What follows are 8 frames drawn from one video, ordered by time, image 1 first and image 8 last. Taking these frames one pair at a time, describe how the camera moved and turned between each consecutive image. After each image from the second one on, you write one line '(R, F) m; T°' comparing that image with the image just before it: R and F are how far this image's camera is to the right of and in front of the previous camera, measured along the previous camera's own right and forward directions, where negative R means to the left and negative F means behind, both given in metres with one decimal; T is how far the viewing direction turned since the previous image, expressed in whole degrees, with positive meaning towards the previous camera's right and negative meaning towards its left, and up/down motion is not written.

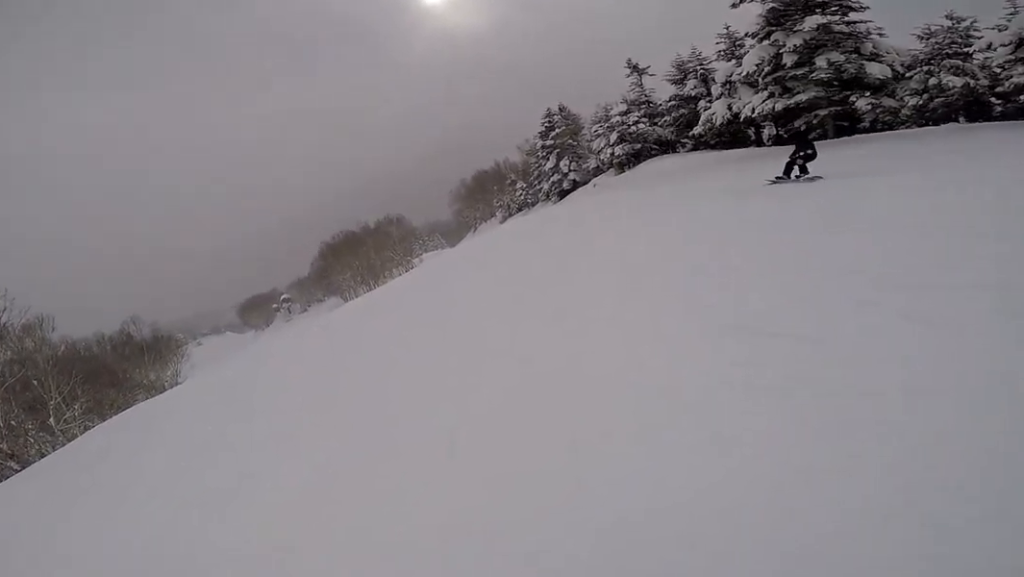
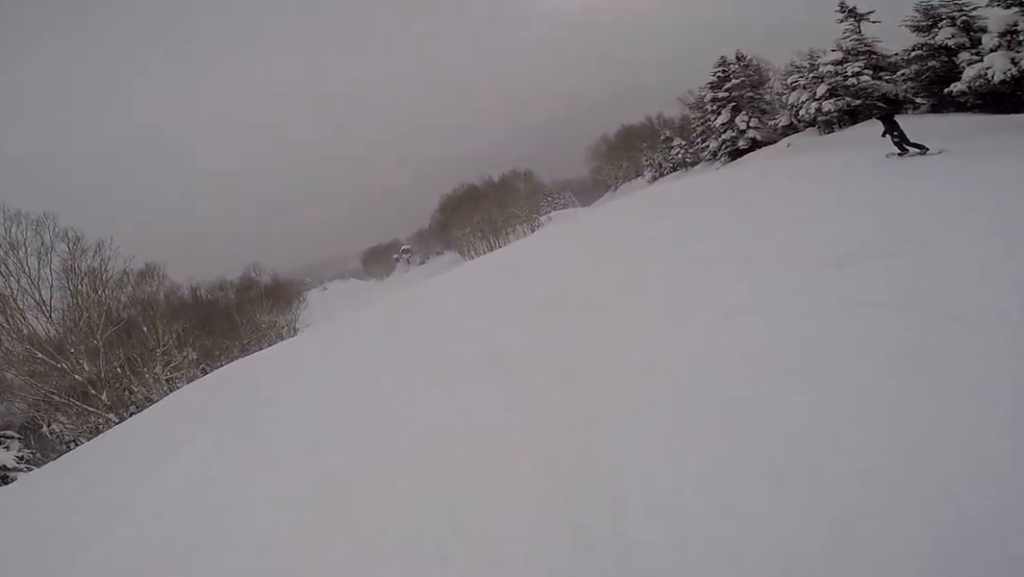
(-0.8, +4.0) m; -19°
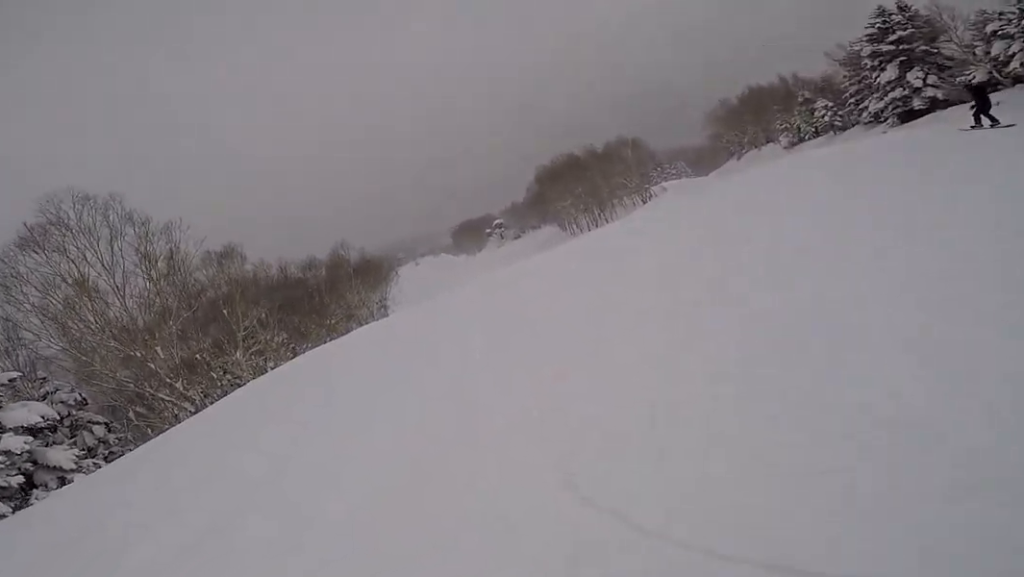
(-0.5, +3.4) m; -8°
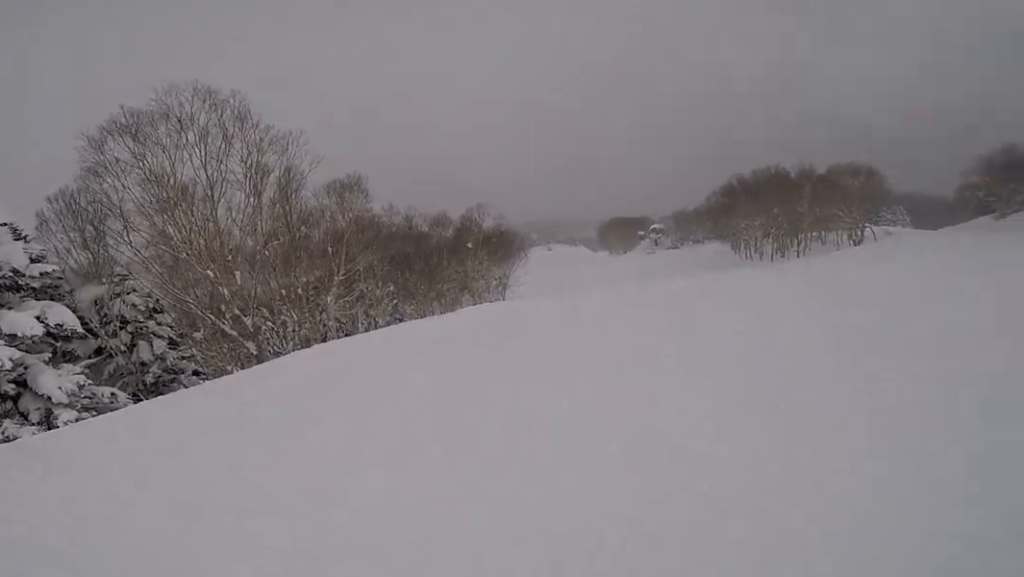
(0.0, +5.1) m; +7°
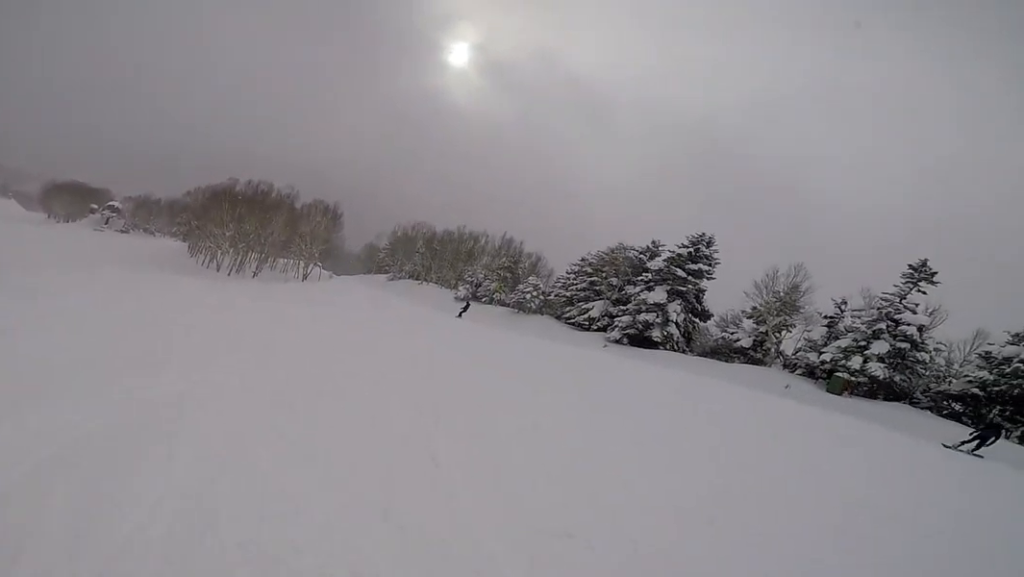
(+4.6, +9.5) m; +49°
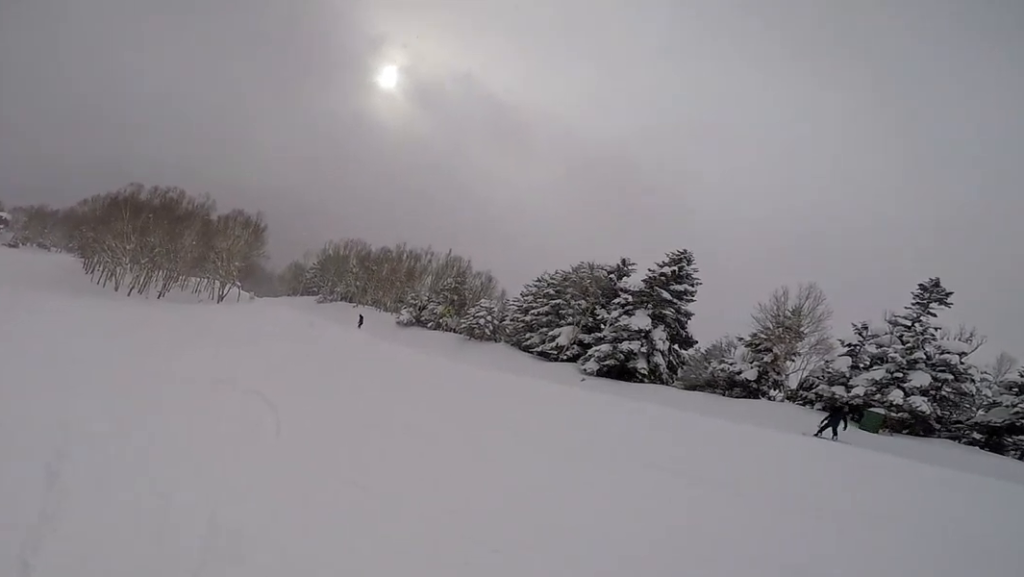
(+0.4, +6.8) m; -9°
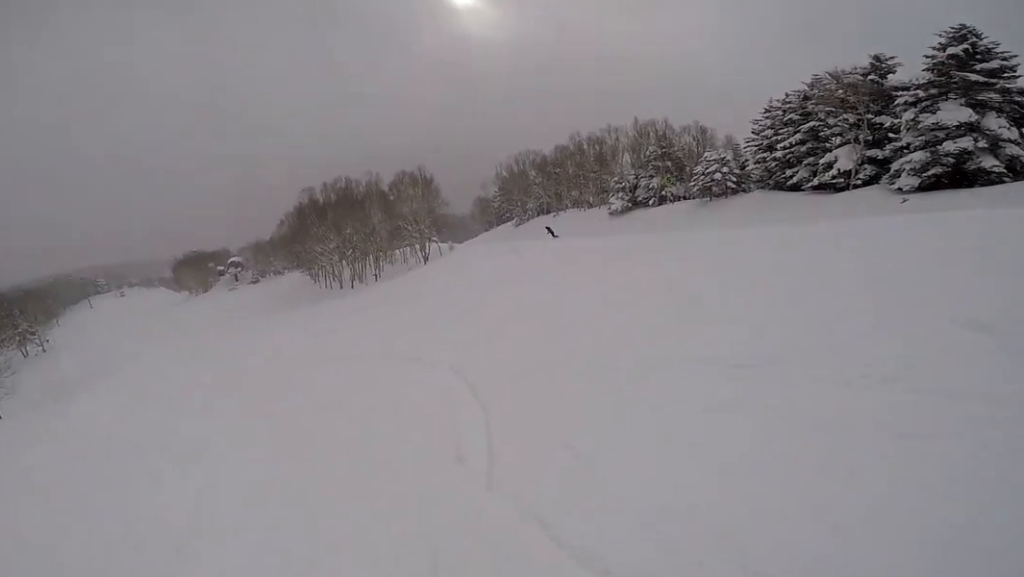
(-0.4, +3.2) m; -9°
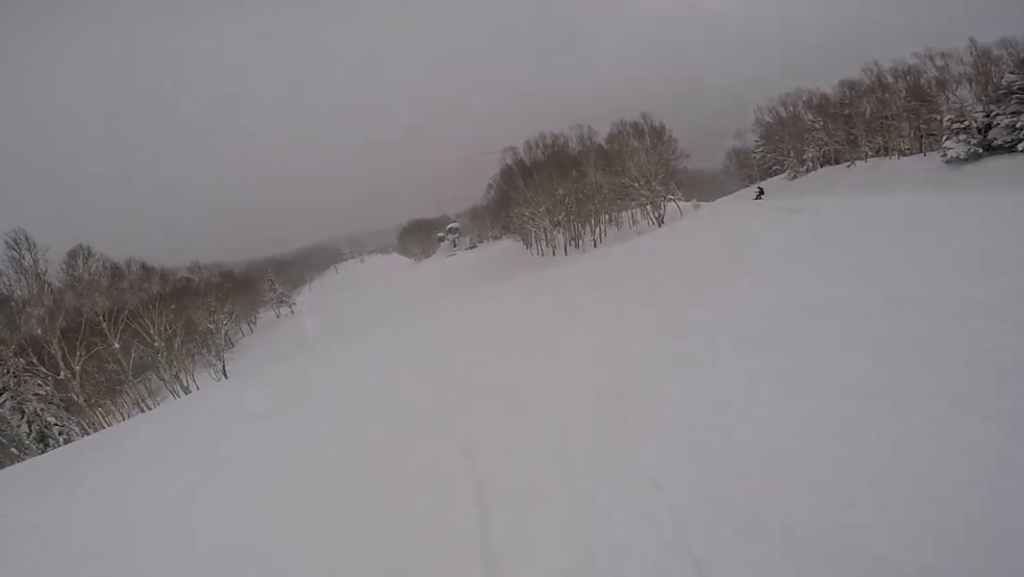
(-0.8, +5.7) m; -19°
